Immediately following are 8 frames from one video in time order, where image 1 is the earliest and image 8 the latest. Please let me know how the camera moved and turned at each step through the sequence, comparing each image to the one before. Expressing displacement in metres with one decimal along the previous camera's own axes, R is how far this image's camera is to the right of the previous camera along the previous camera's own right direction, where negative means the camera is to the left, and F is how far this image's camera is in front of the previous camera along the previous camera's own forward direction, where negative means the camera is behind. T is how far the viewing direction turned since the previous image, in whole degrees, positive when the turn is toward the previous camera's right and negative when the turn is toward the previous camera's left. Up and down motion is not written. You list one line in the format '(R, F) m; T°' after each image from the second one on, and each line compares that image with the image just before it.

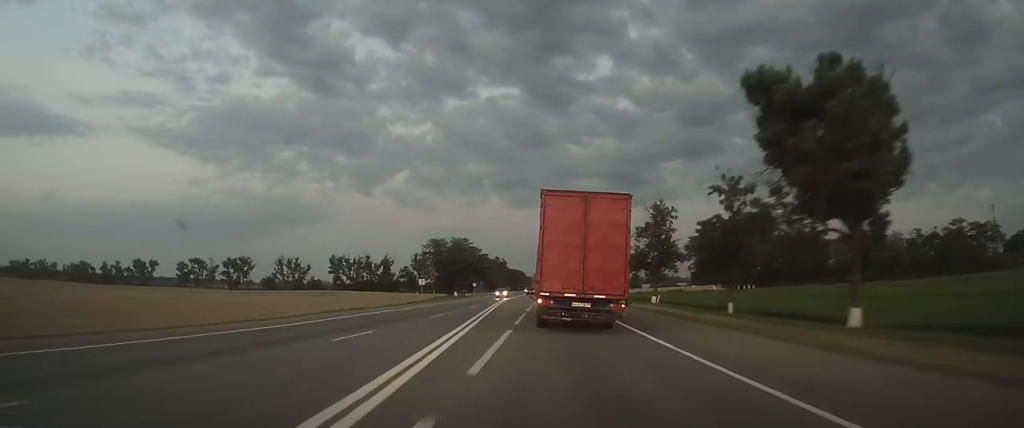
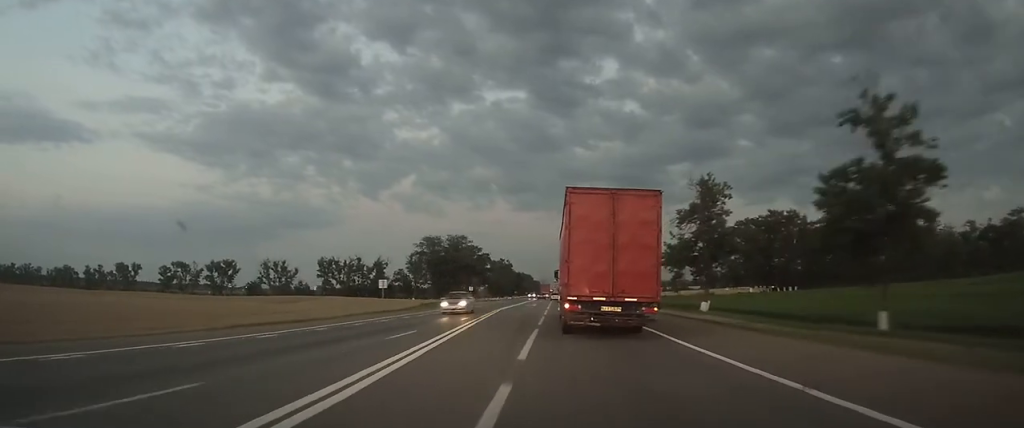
(-0.1, +21.9) m; -1°
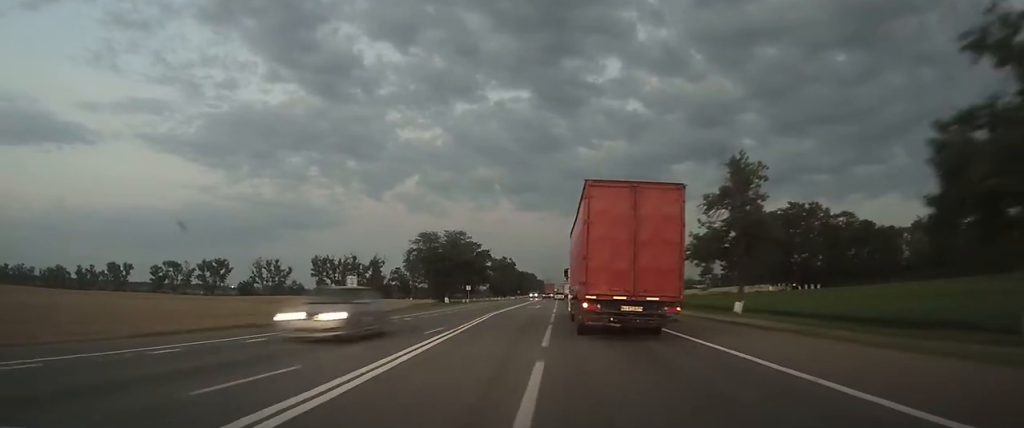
(0.0, +9.8) m; 0°
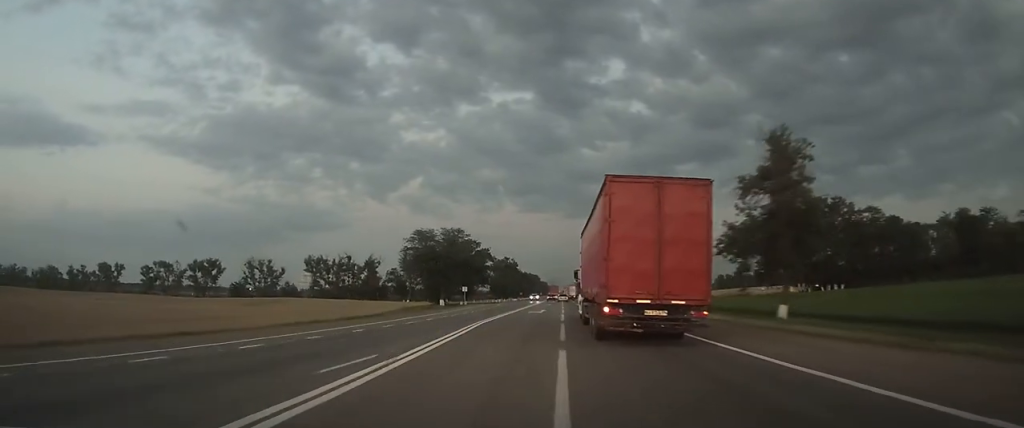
(0.0, +9.3) m; 0°
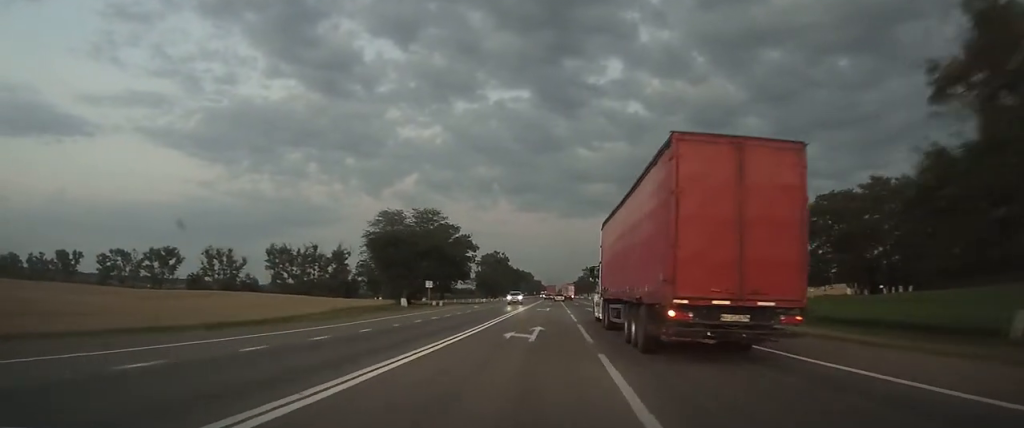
(-0.1, +25.3) m; 0°
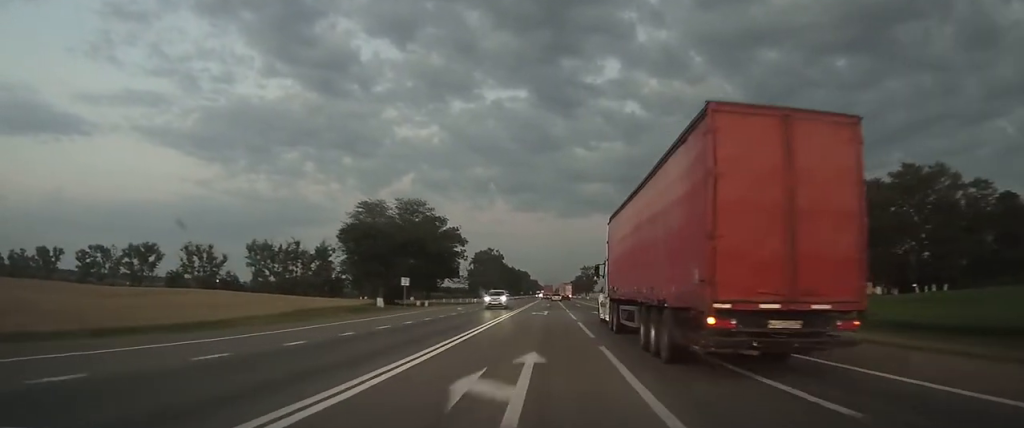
(0.0, +10.2) m; 0°
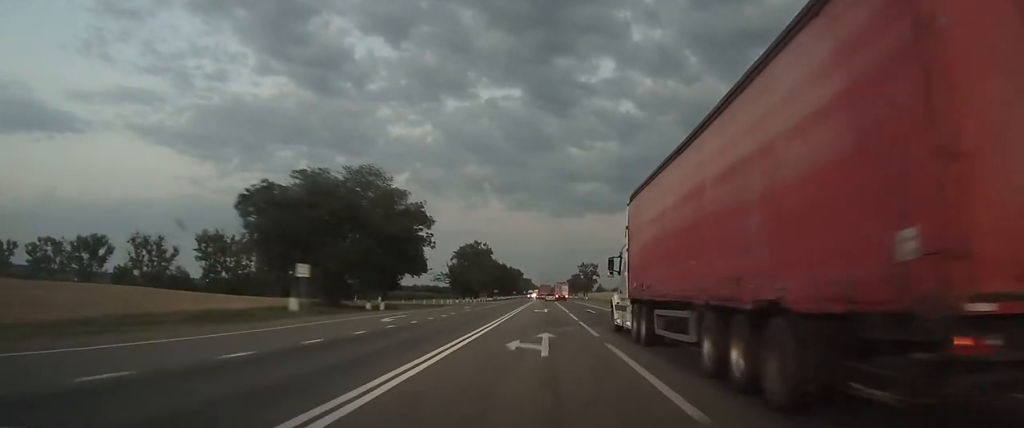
(+0.1, +23.4) m; 0°
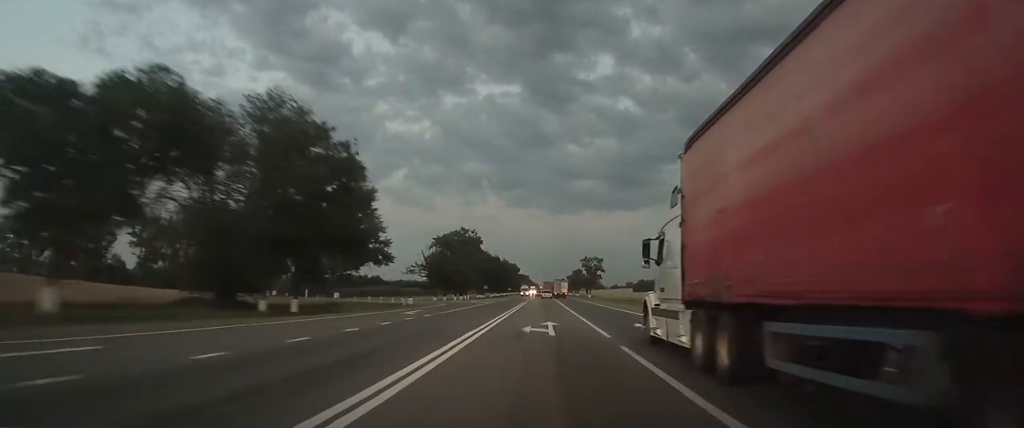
(0.0, +25.2) m; 0°
